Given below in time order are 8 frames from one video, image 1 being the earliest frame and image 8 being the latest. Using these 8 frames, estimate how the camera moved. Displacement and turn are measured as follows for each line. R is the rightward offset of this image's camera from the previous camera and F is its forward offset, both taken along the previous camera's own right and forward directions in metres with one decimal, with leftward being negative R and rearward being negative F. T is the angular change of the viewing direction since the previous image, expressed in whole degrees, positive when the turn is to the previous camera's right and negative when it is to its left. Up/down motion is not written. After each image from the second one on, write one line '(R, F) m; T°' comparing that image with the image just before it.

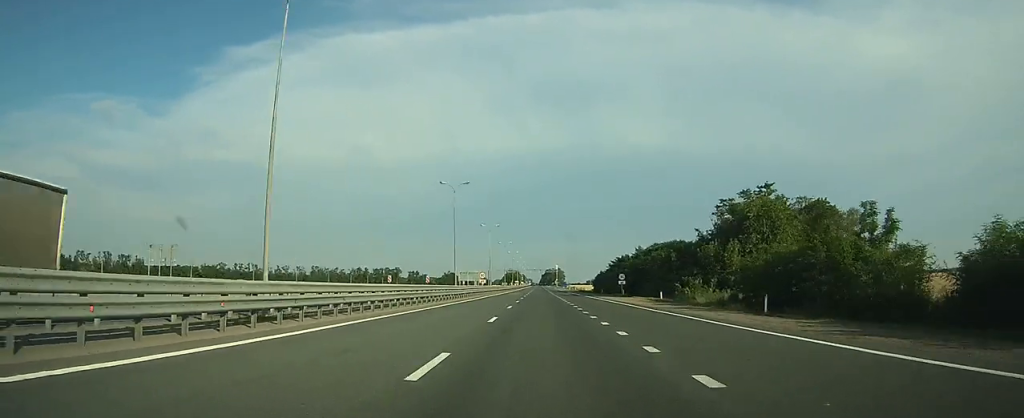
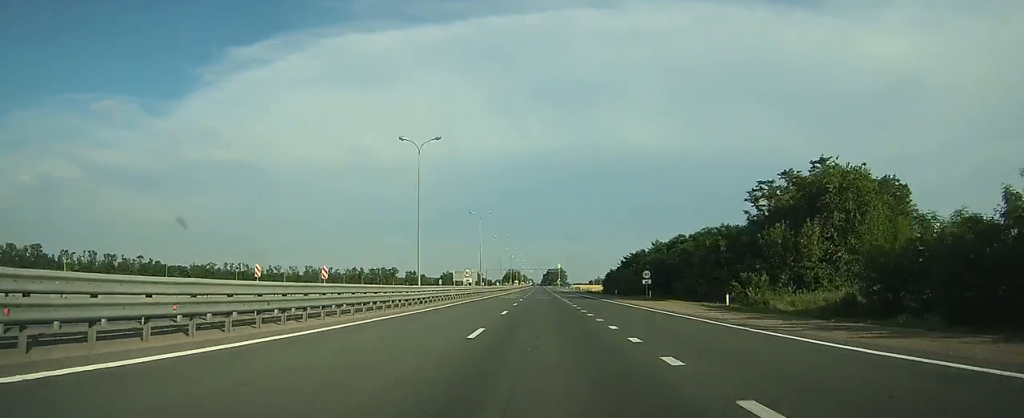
(0.0, +17.2) m; 0°
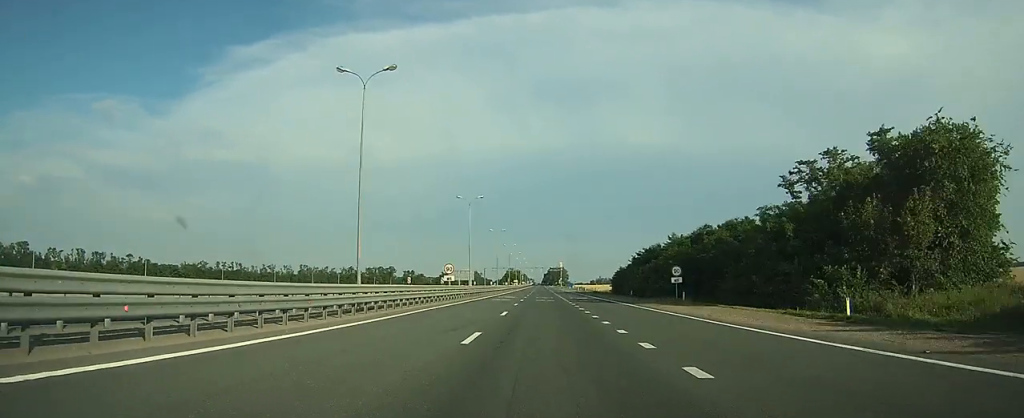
(0.0, +13.2) m; 0°
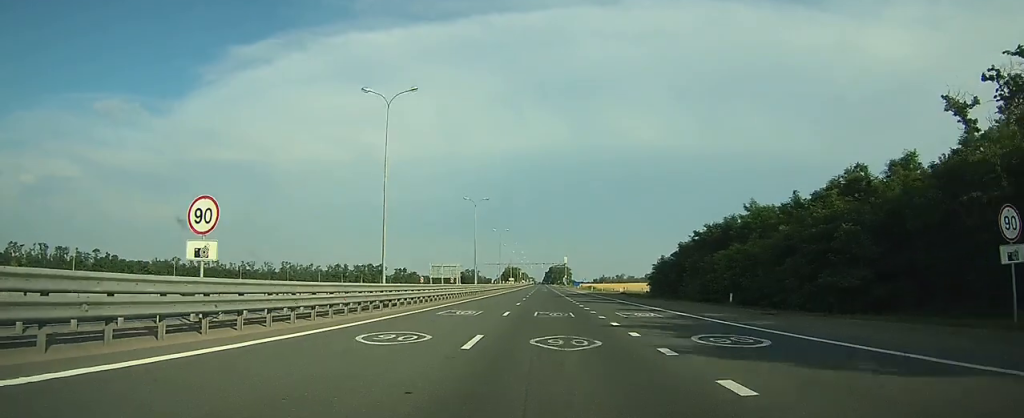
(0.0, +37.1) m; 0°
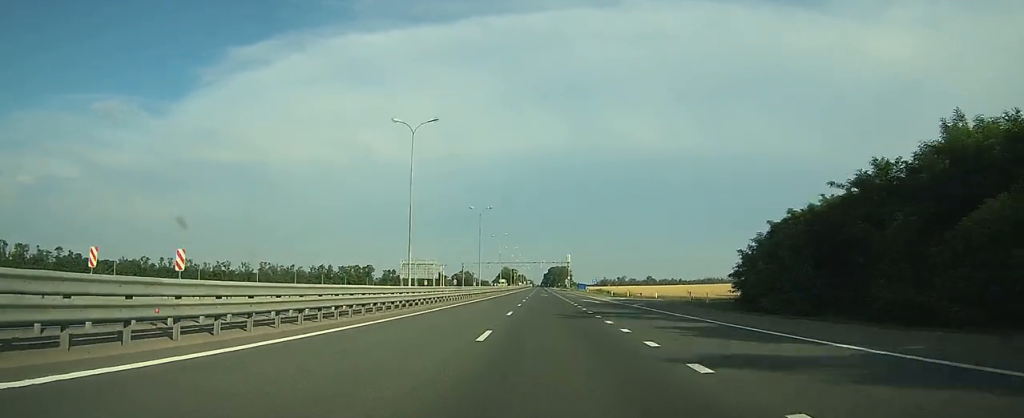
(0.0, +34.8) m; 0°
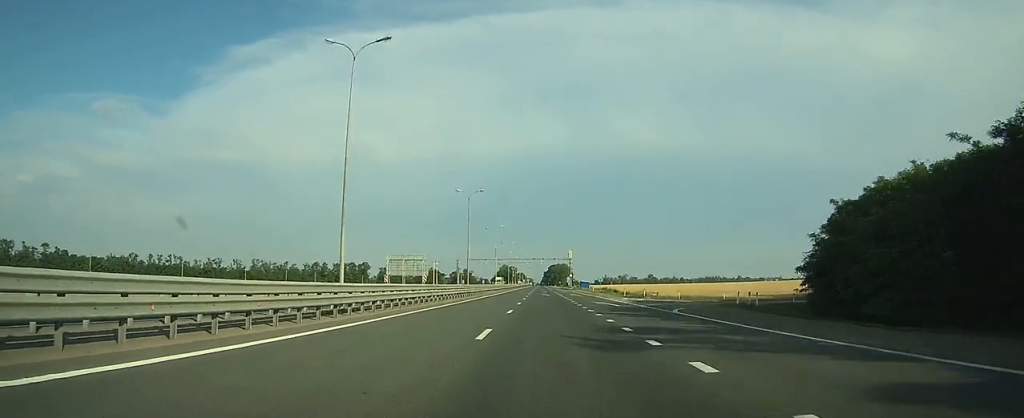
(0.0, +12.5) m; 0°
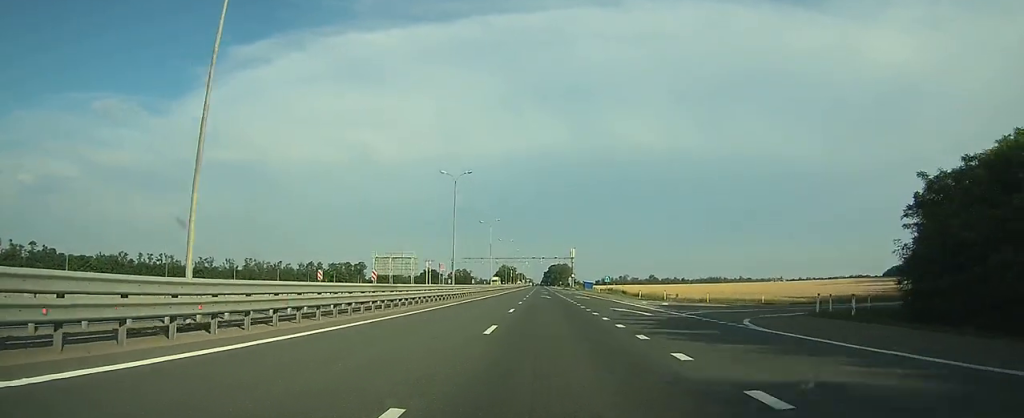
(0.0, +10.8) m; 0°
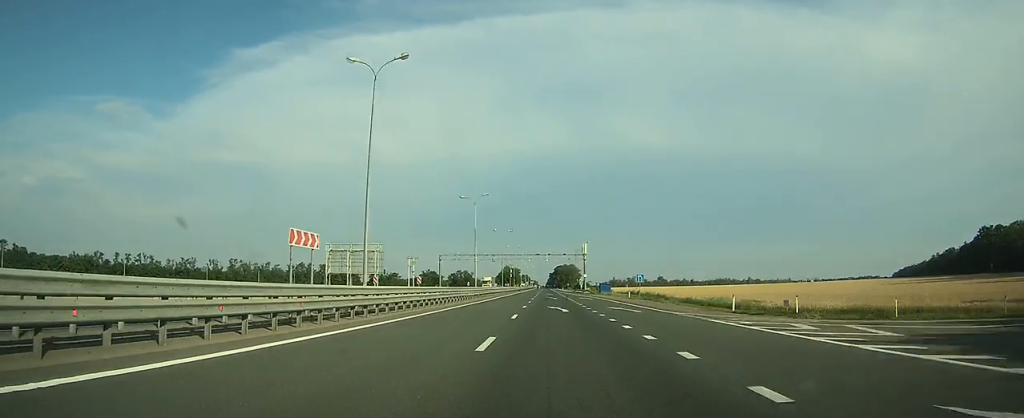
(0.0, +28.5) m; 0°
